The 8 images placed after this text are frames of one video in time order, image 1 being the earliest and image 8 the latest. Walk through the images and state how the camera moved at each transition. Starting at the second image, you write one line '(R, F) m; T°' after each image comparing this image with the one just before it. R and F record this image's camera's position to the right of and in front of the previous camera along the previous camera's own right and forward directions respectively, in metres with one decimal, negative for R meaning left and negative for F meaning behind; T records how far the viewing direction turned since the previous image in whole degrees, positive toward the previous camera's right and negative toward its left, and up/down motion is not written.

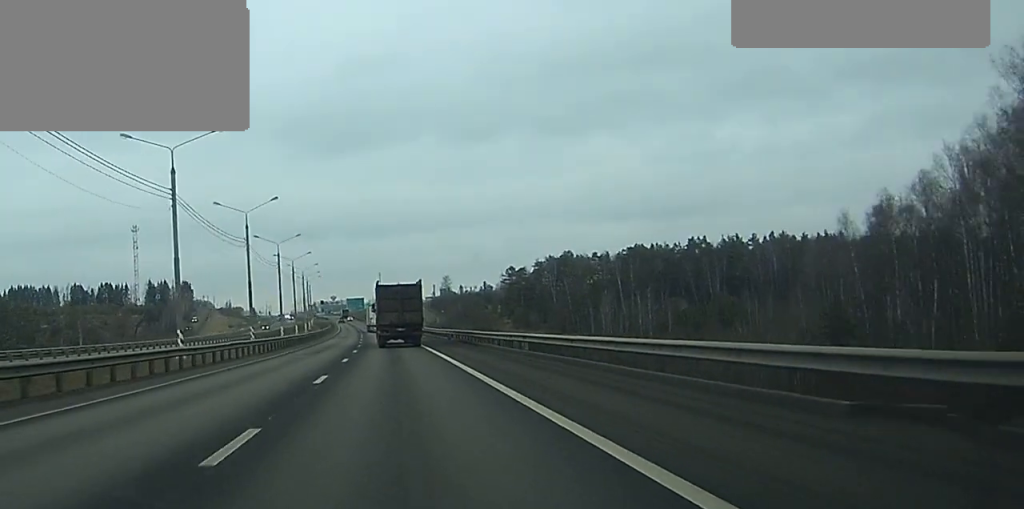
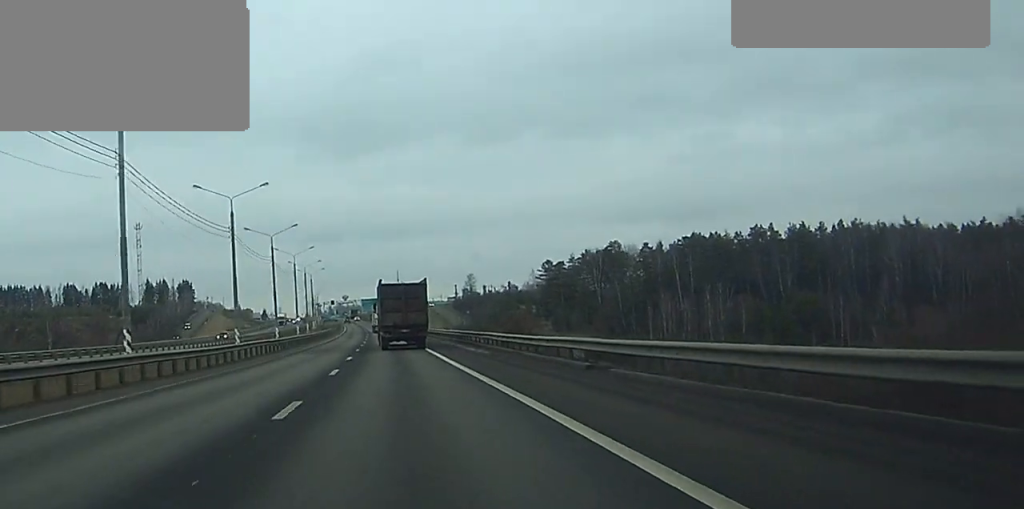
(-0.2, +44.3) m; -1°
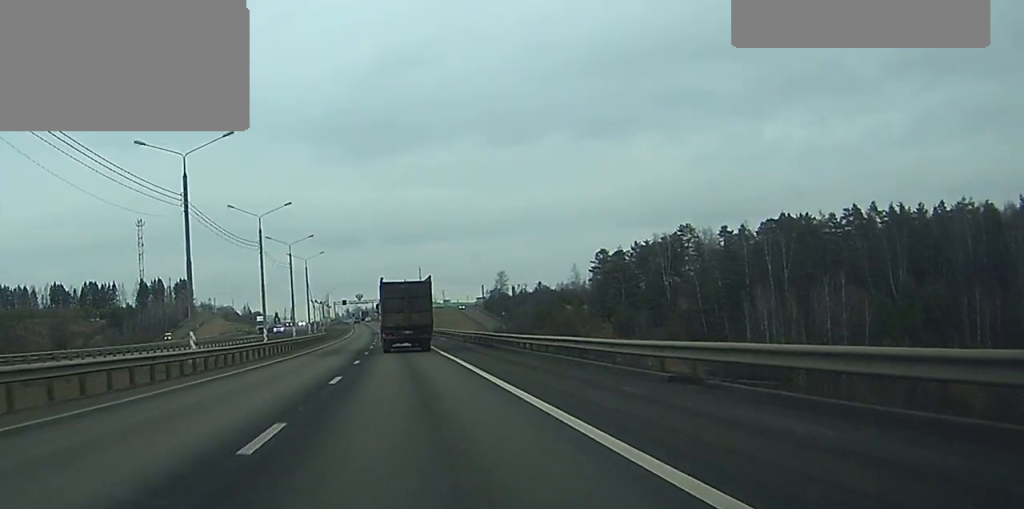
(-1.4, +52.1) m; -1°
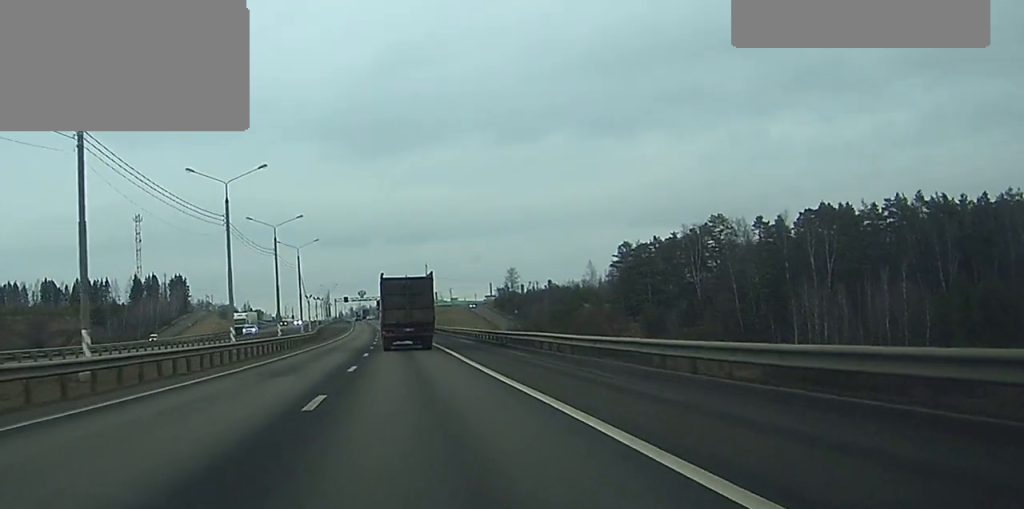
(+0.7, +20.0) m; +1°
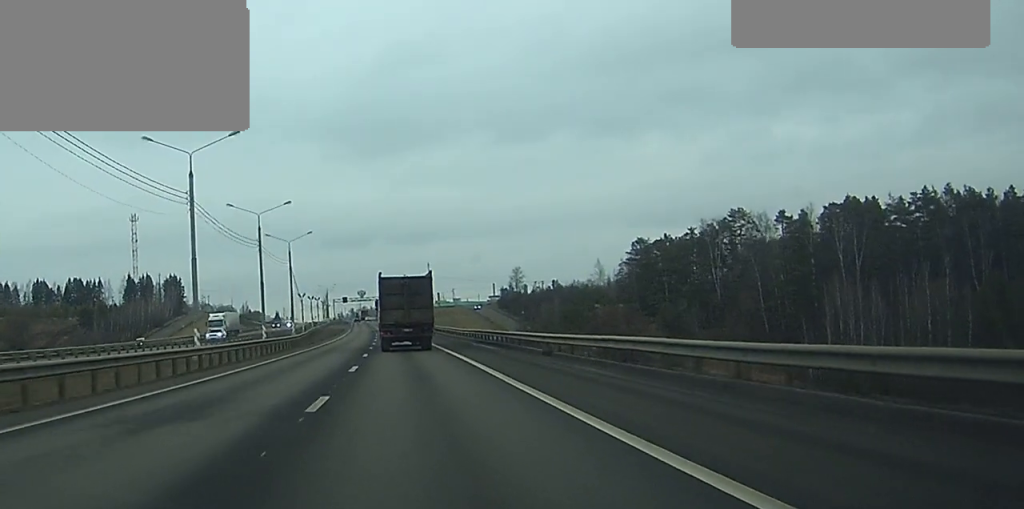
(-0.3, +12.1) m; -1°
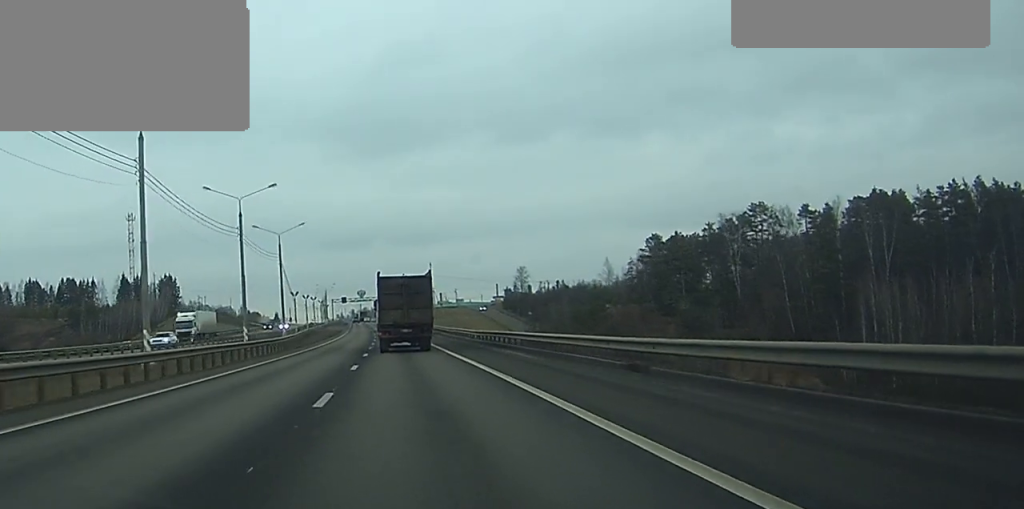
(-0.2, +11.3) m; -1°
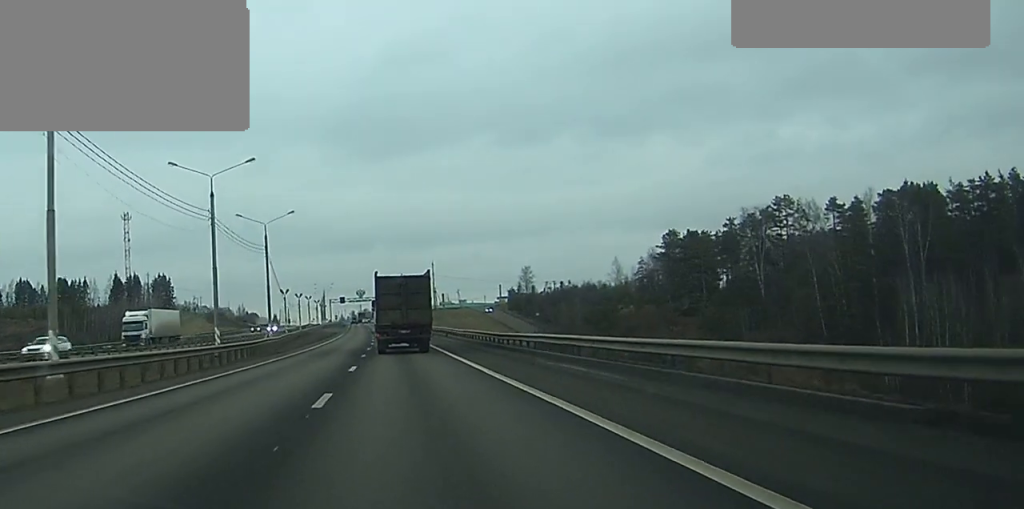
(0.0, +12.1) m; 0°
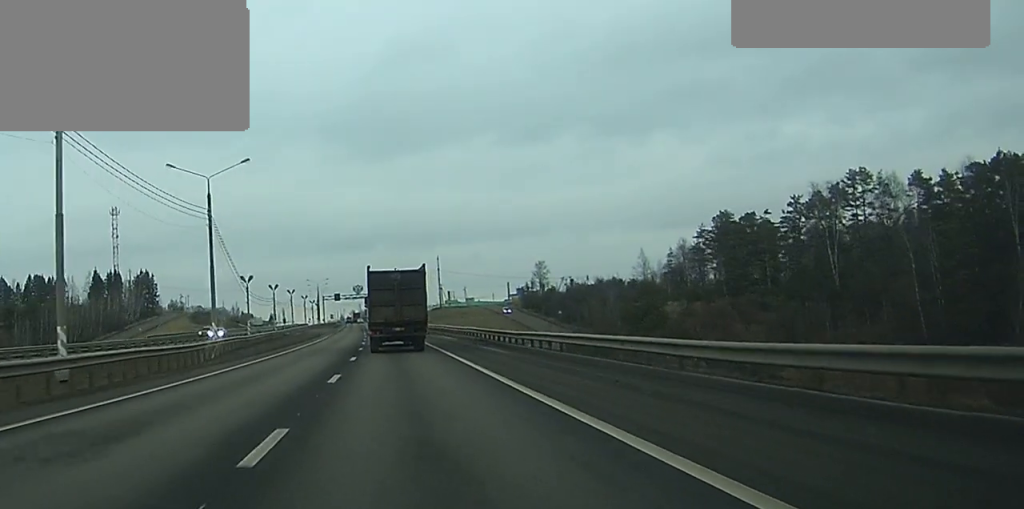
(0.0, +30.1) m; 0°
